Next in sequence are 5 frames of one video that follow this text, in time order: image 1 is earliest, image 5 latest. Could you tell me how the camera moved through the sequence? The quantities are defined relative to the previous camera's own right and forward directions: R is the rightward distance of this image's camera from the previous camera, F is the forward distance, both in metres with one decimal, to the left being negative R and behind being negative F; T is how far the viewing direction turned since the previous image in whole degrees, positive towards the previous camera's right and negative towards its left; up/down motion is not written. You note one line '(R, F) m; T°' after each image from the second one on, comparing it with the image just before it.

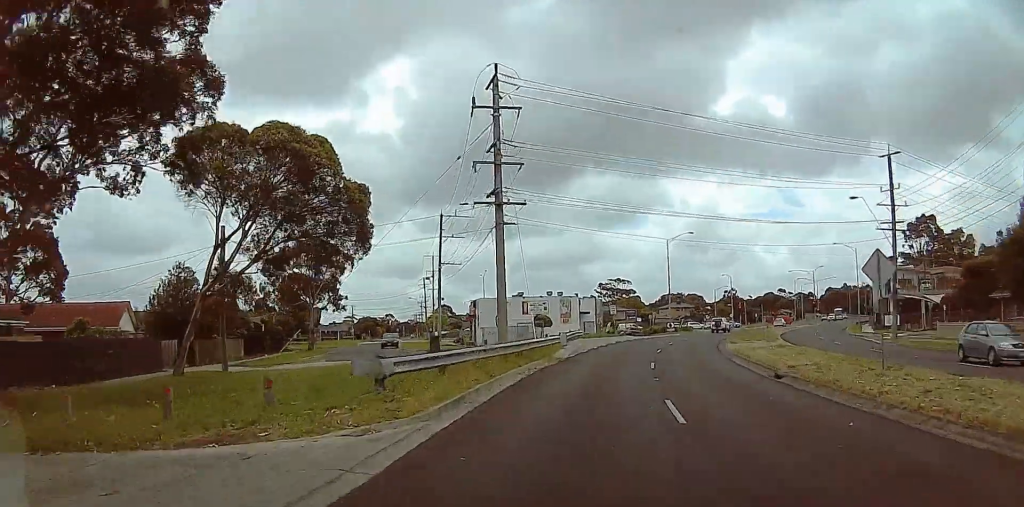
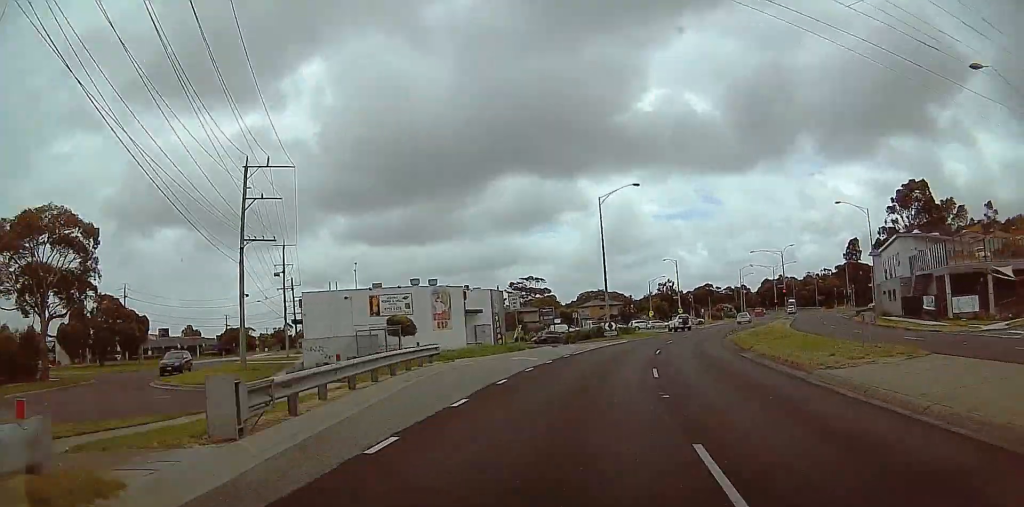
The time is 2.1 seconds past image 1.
(+0.9, +23.3) m; 0°
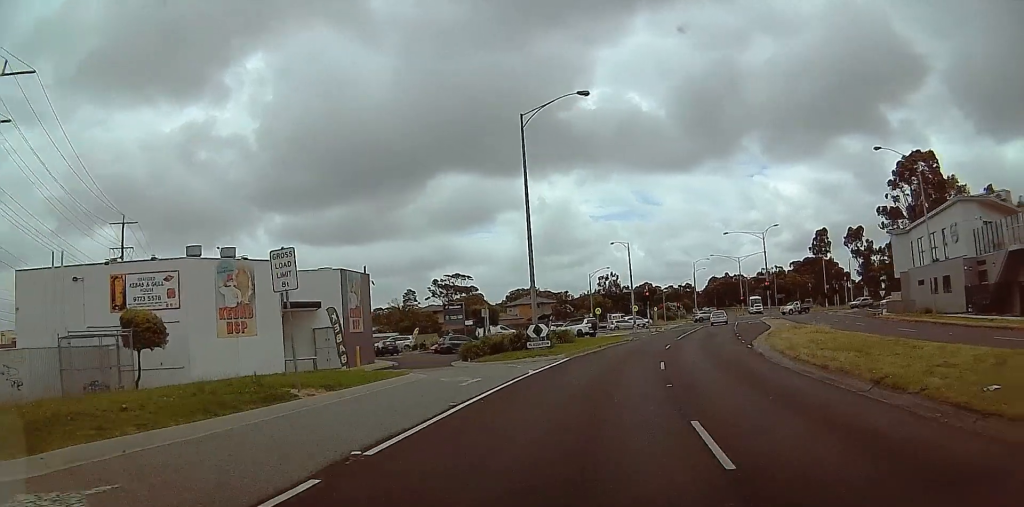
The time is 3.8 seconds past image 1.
(+1.1, +21.2) m; +9°
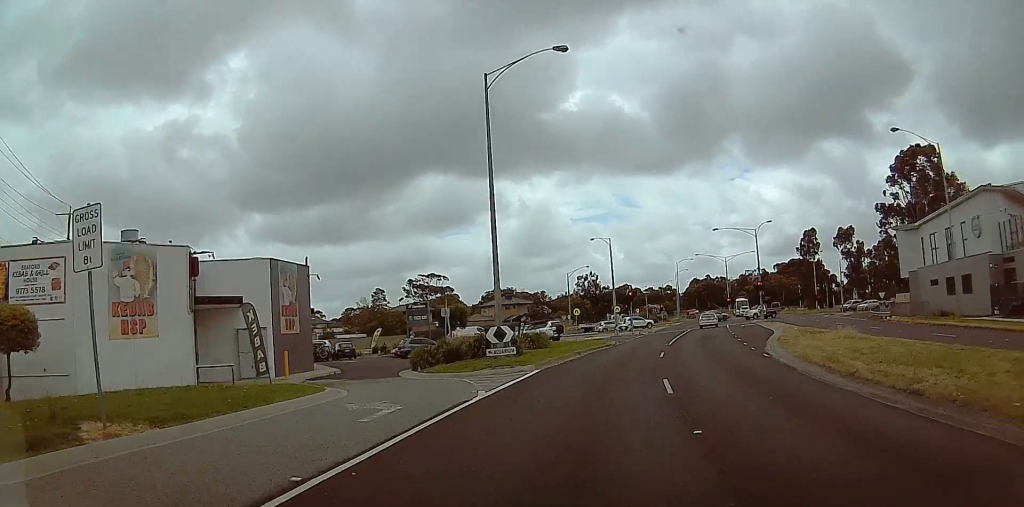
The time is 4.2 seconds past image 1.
(+0.7, +5.8) m; +2°
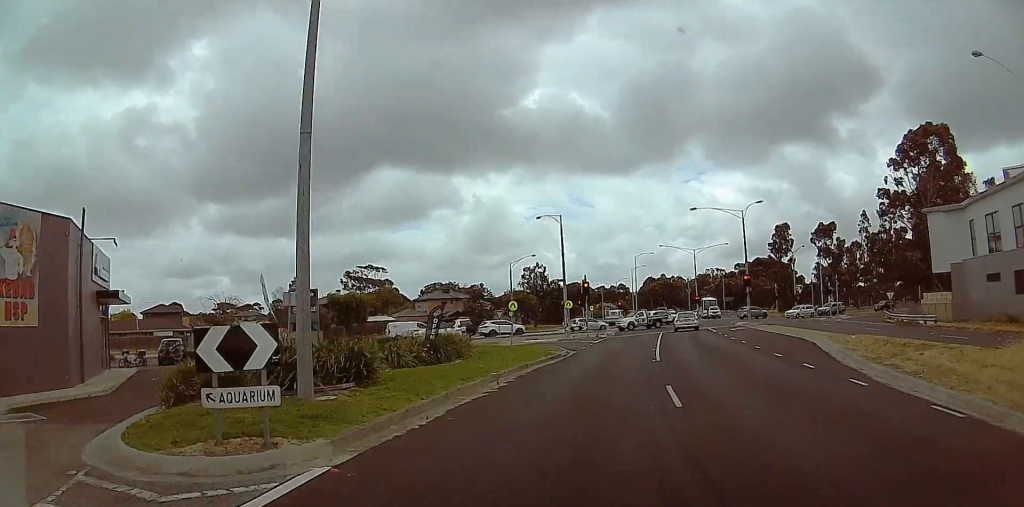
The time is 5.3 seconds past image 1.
(-0.4, +15.2) m; +1°
